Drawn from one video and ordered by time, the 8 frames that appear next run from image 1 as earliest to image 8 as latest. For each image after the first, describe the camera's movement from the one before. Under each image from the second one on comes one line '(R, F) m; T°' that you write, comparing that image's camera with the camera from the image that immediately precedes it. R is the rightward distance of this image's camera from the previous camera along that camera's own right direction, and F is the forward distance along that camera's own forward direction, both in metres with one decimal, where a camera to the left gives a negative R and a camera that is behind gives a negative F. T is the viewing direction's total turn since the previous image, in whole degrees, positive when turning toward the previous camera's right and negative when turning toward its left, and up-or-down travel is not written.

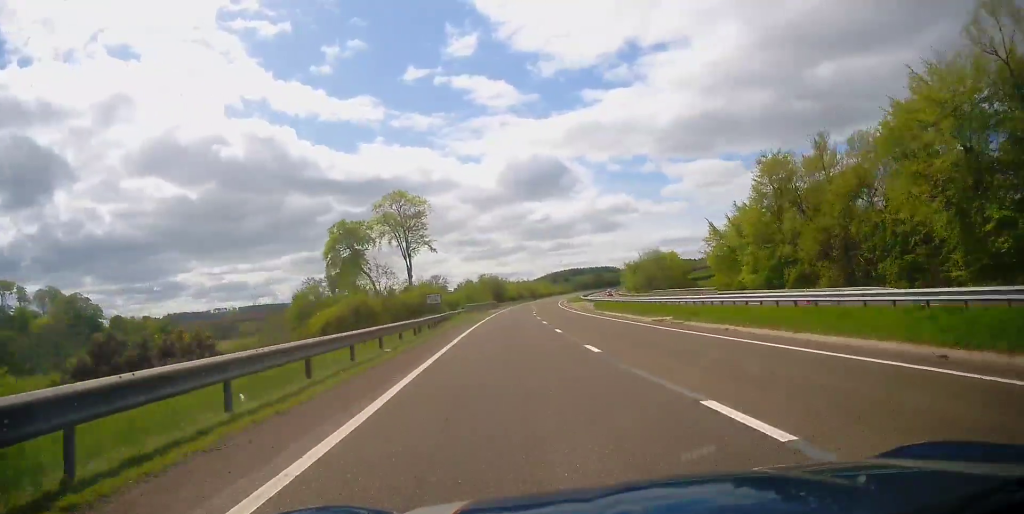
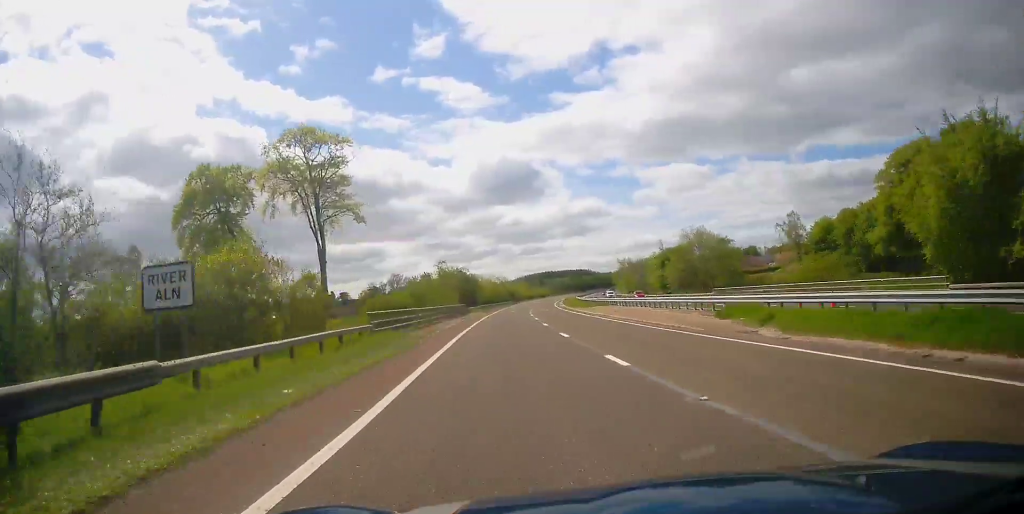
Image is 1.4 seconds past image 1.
(+0.8, +39.7) m; +3°
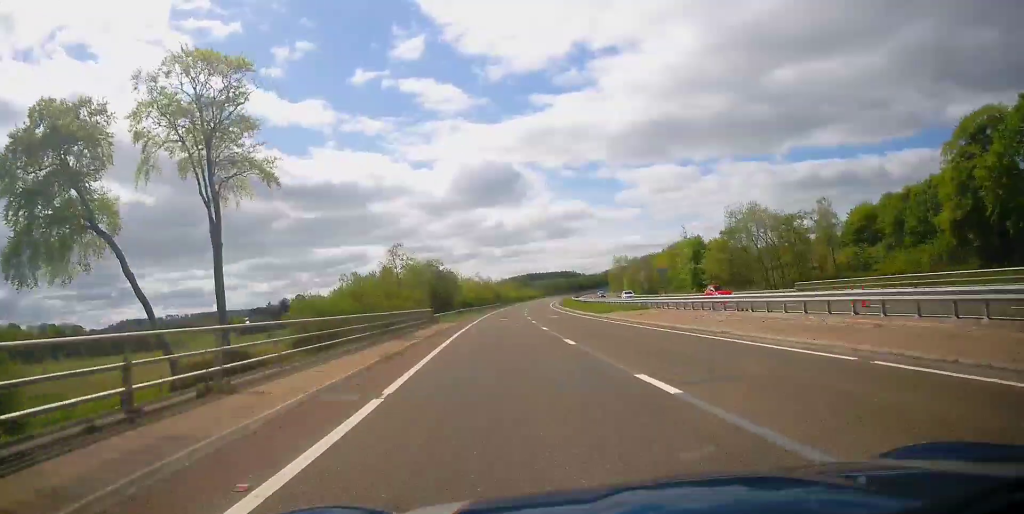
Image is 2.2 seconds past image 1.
(+0.2, +21.6) m; +2°
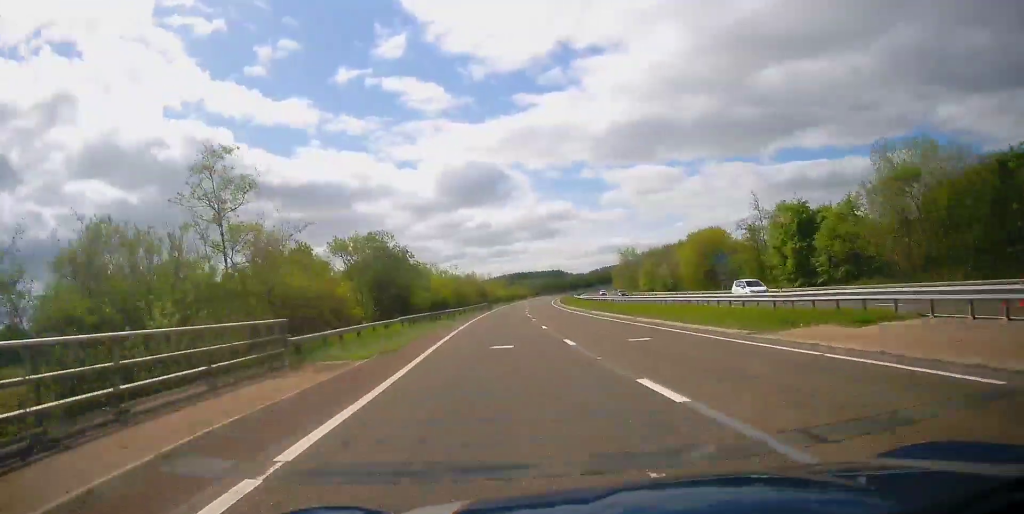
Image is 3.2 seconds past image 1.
(+0.7, +28.5) m; +1°
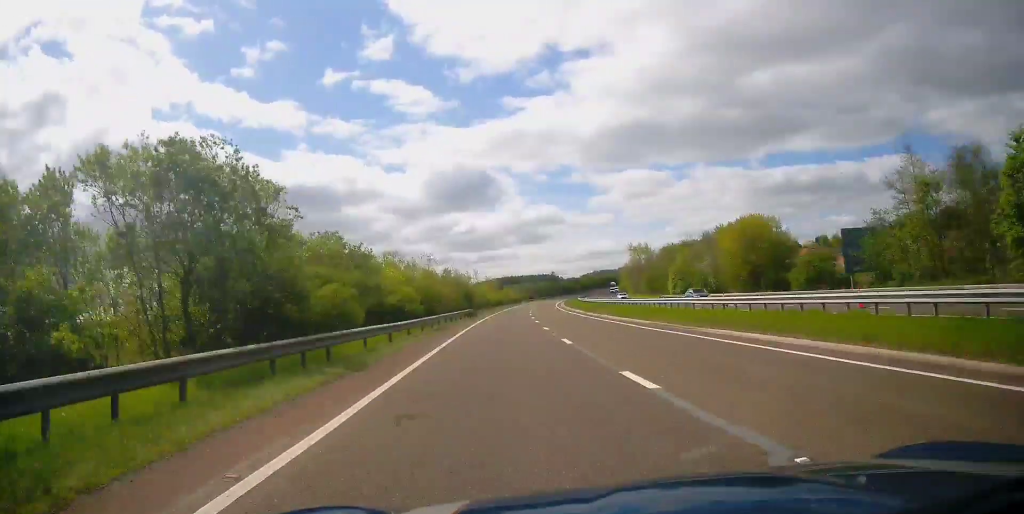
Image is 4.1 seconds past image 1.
(-0.1, +26.1) m; +1°
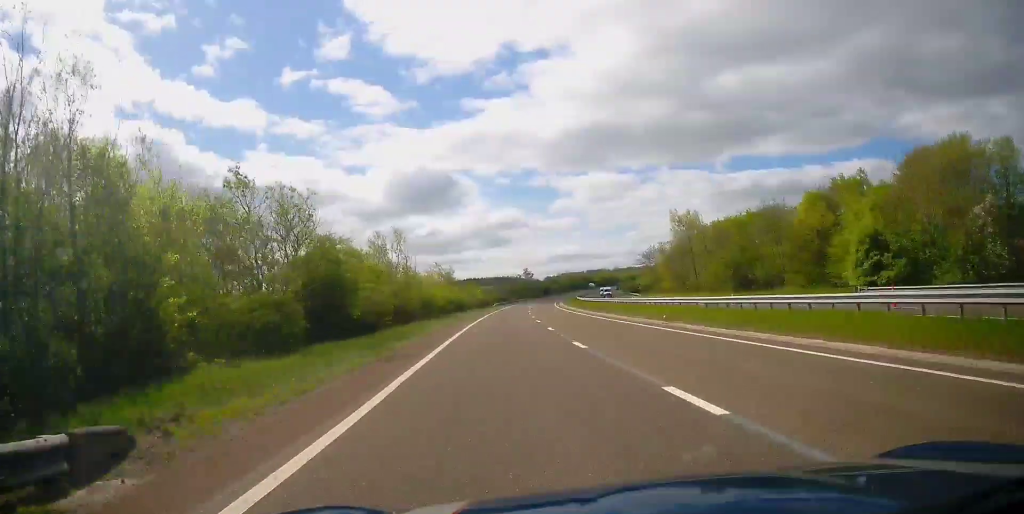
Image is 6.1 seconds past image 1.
(+1.9, +56.9) m; +3°
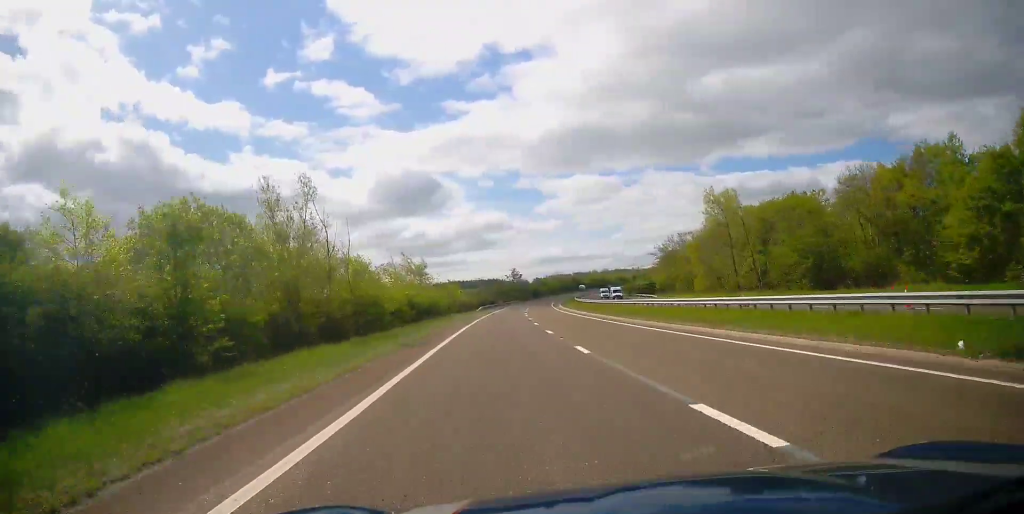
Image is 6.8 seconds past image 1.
(+0.2, +20.1) m; +1°
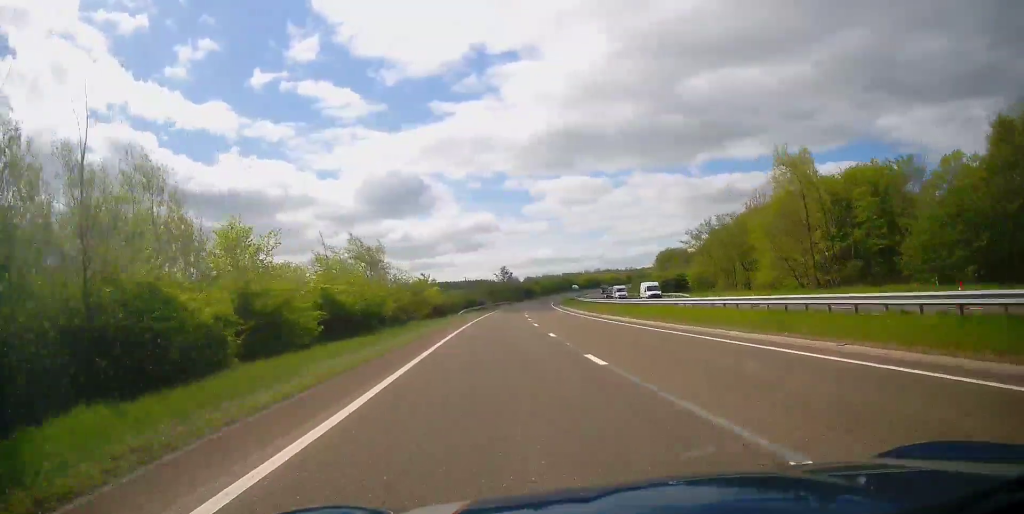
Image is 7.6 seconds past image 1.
(+0.3, +20.3) m; +1°
